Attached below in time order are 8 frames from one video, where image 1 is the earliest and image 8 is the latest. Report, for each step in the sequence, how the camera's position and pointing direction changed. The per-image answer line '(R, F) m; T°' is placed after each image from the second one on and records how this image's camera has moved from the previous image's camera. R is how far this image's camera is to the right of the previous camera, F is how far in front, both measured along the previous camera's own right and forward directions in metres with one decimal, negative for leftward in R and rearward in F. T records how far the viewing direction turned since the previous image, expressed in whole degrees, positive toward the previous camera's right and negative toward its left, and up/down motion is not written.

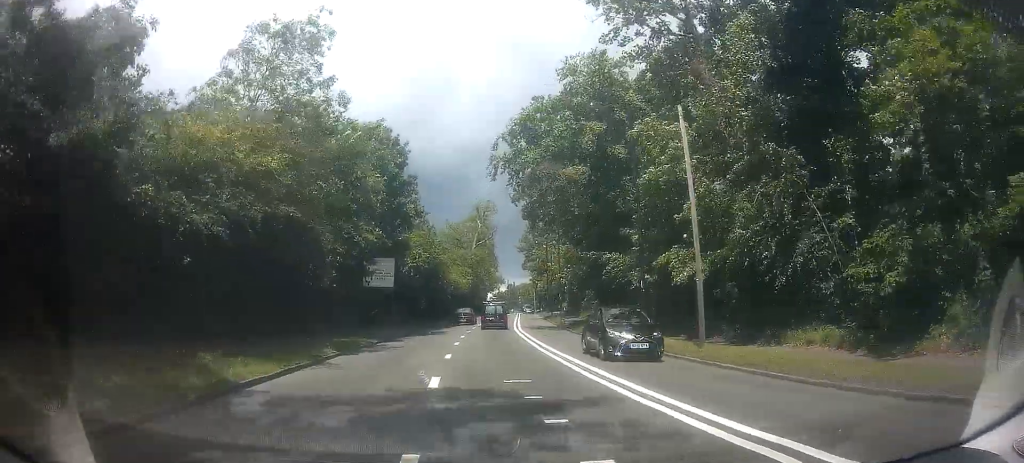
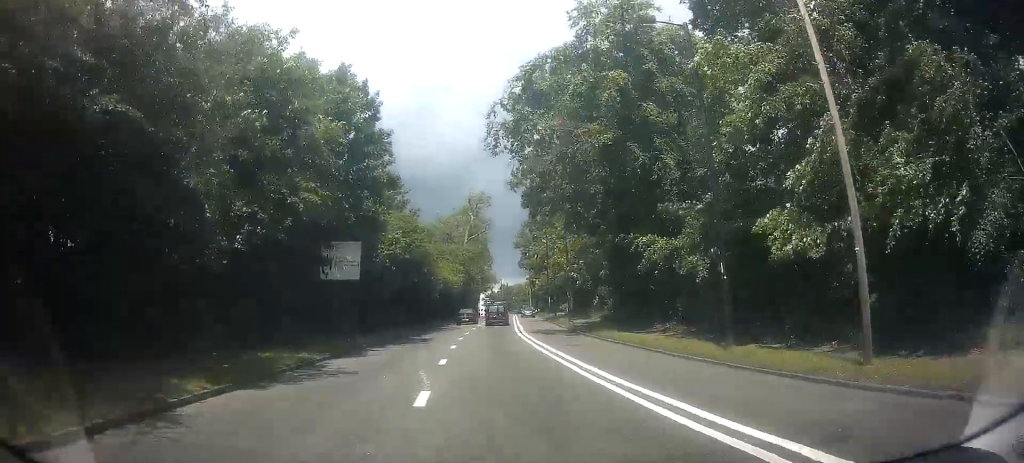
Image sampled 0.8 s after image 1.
(+0.3, +8.4) m; +2°
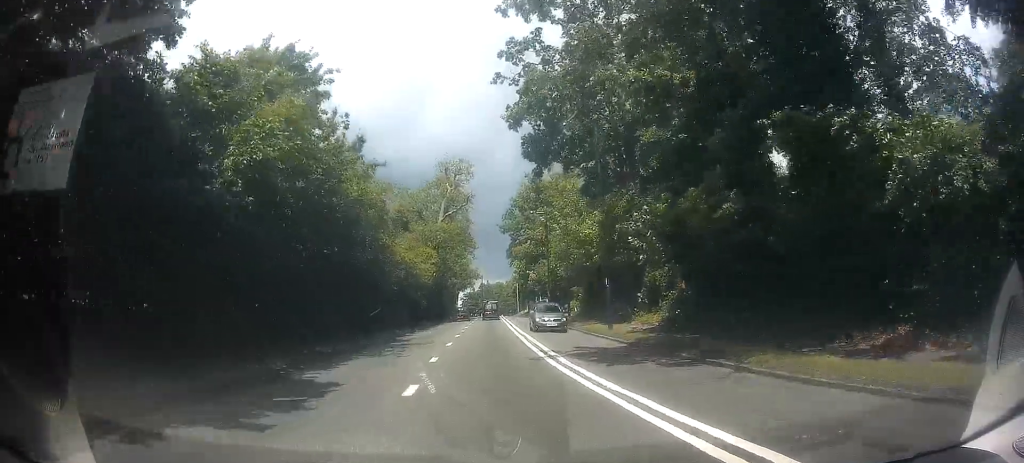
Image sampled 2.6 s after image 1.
(+0.2, +17.8) m; 0°
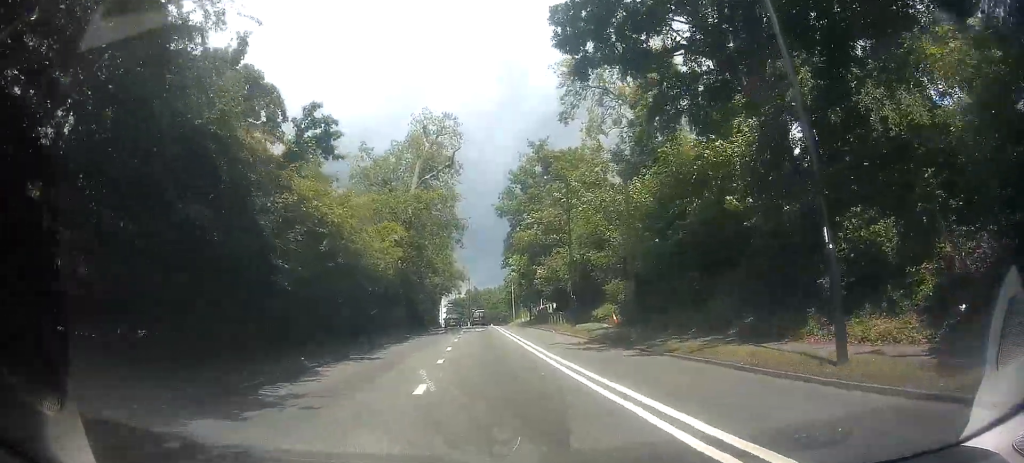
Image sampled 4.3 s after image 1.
(-0.5, +17.5) m; -1°
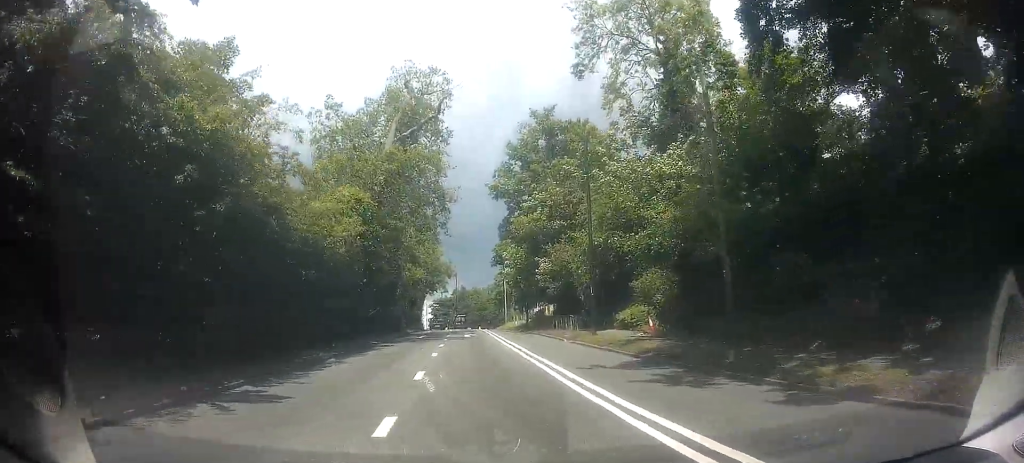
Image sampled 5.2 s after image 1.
(+0.1, +8.7) m; +2°
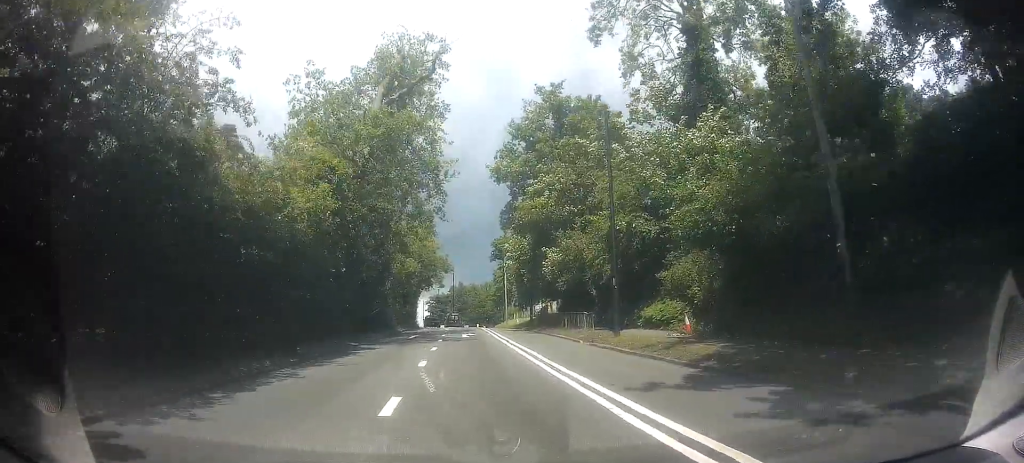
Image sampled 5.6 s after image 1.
(+0.3, +4.4) m; +1°
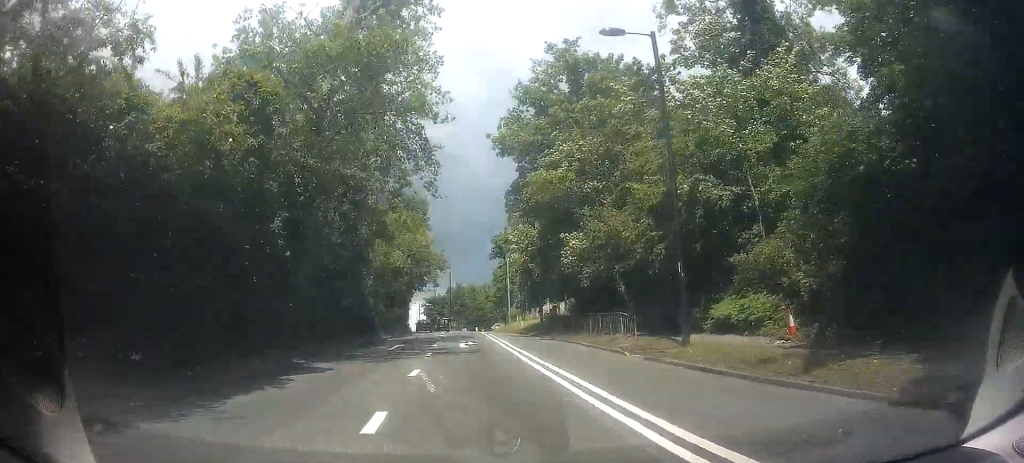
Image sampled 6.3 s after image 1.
(-0.1, +7.2) m; 0°
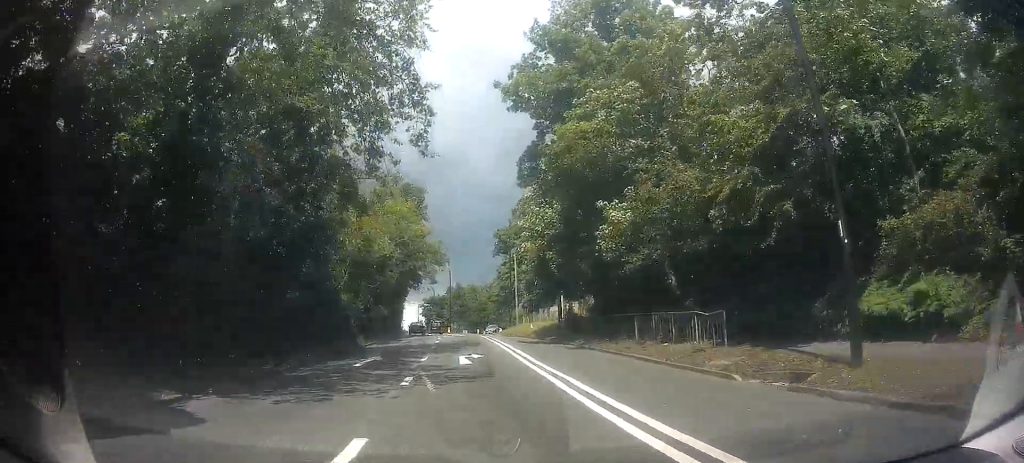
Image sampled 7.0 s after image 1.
(-0.1, +7.2) m; -1°
